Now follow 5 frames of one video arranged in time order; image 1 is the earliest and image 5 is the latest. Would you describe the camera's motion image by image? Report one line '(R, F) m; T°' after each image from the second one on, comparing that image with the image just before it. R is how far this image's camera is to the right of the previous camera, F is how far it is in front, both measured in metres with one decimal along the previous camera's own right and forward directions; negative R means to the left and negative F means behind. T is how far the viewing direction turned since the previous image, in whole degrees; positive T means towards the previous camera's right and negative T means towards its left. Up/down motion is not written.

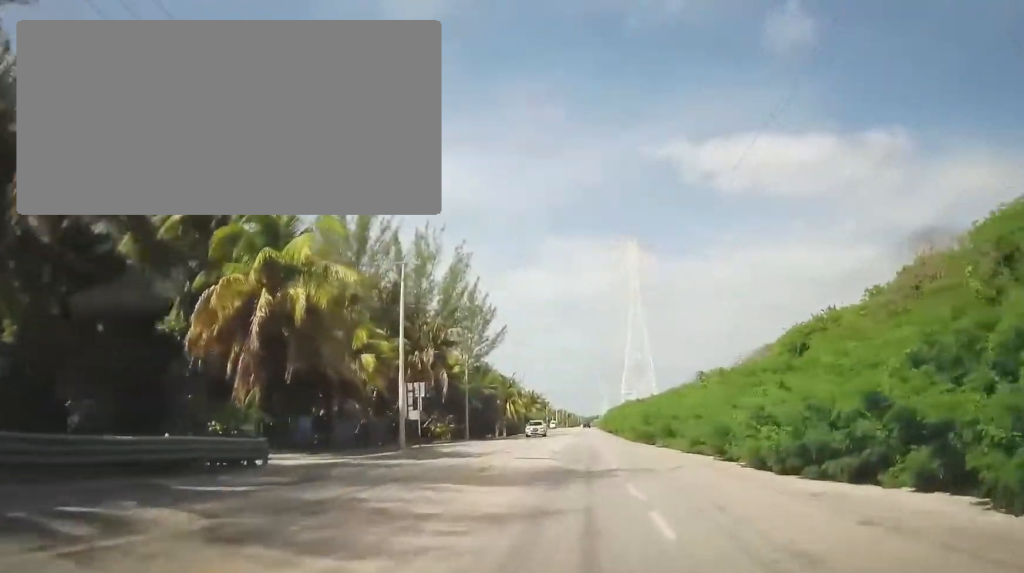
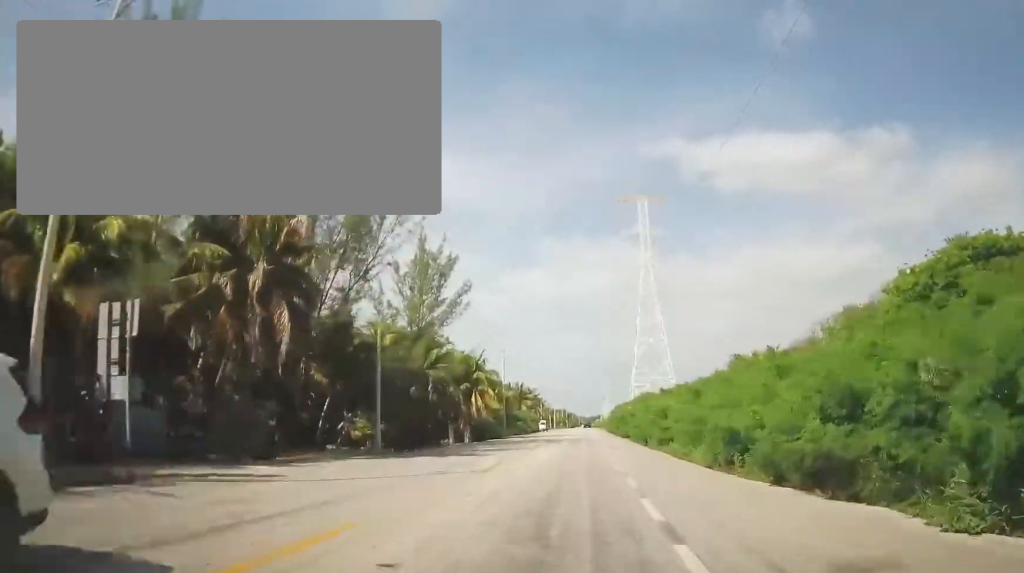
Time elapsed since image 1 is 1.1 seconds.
(+0.3, +27.0) m; +1°
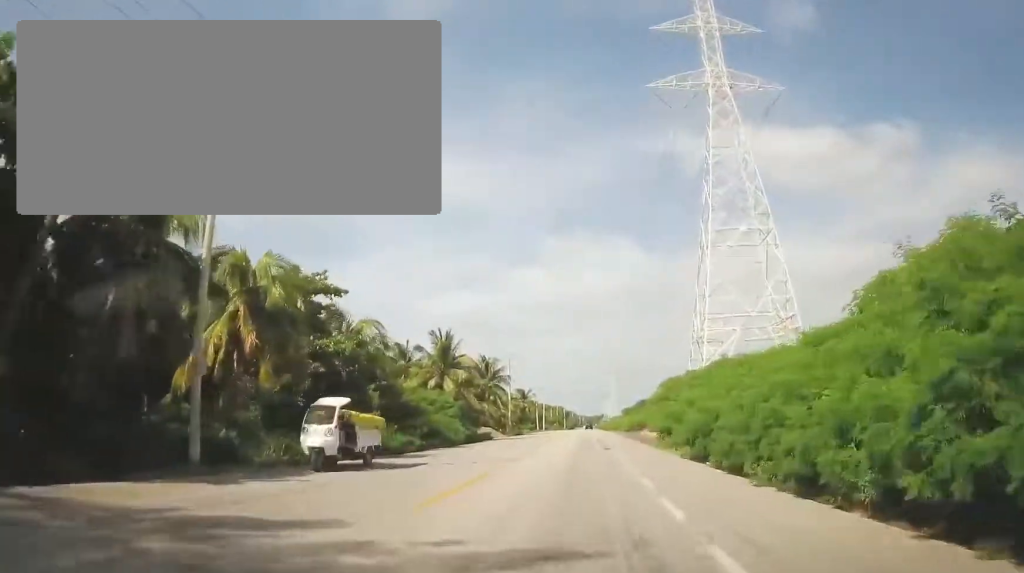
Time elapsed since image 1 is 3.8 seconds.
(+0.2, +65.8) m; -1°
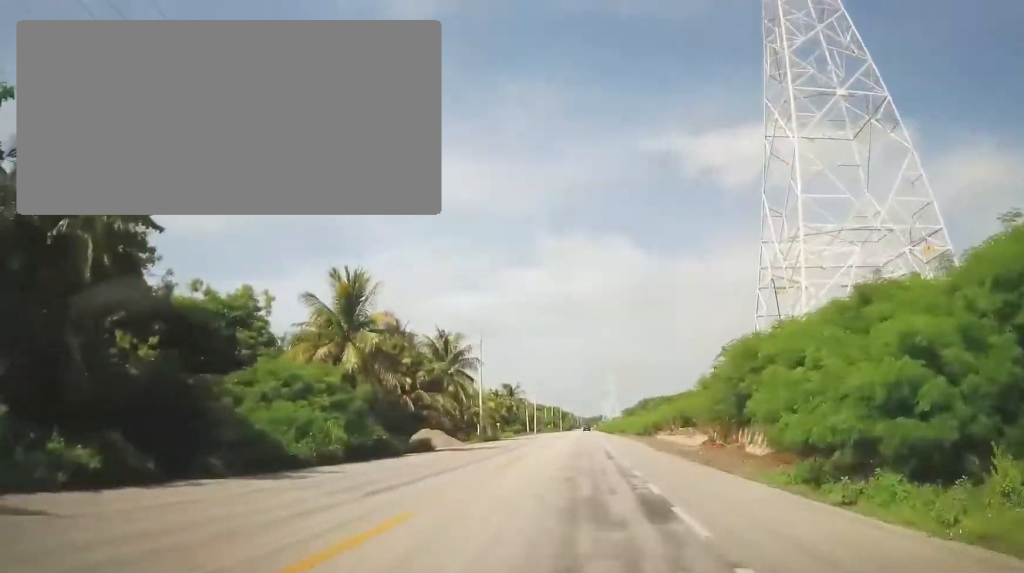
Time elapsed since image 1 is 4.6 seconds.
(0.0, +21.7) m; 0°
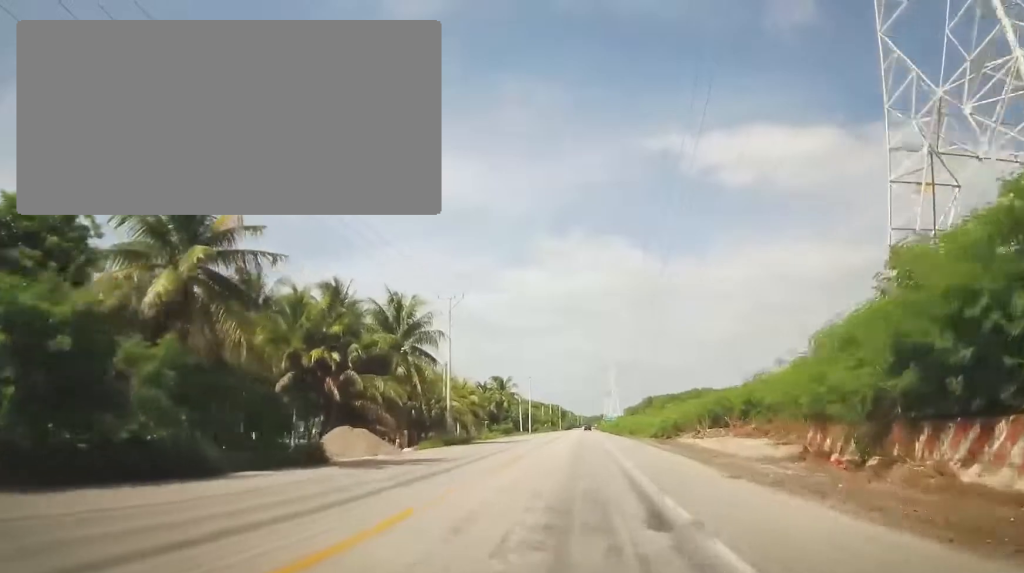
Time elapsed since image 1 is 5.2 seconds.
(0.0, +15.1) m; 0°
